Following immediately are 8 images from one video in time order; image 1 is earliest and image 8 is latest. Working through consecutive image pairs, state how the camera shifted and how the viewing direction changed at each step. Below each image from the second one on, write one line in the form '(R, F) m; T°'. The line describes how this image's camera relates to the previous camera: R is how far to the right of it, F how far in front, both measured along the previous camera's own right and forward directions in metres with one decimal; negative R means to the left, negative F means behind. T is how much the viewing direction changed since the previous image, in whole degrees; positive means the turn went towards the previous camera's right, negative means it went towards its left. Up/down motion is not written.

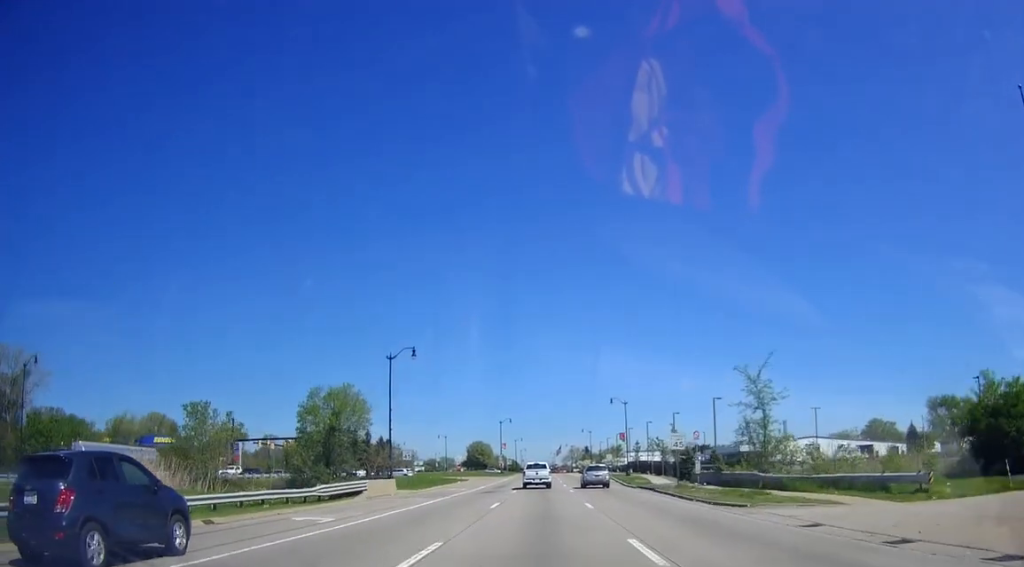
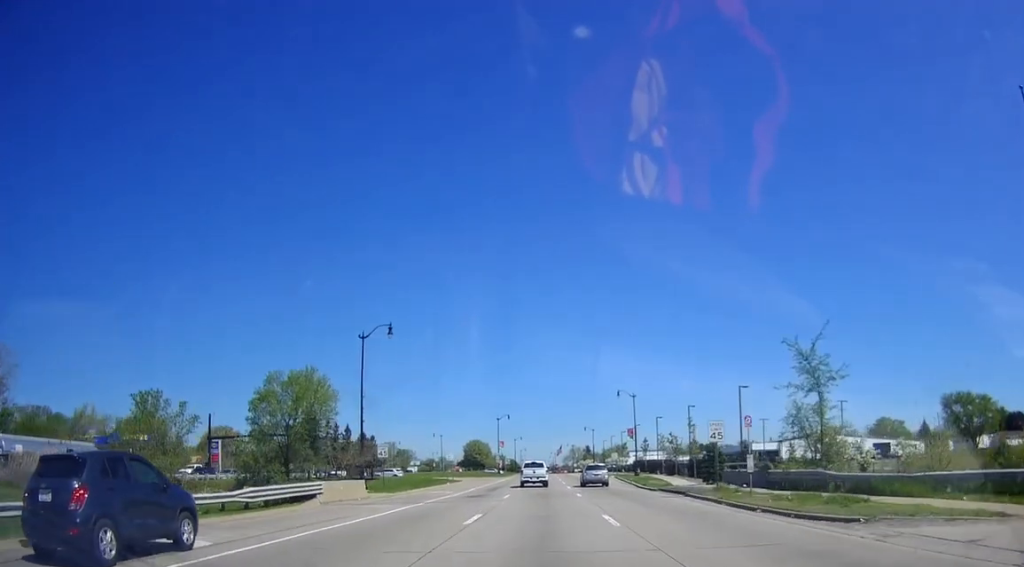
(+0.2, +8.6) m; +1°
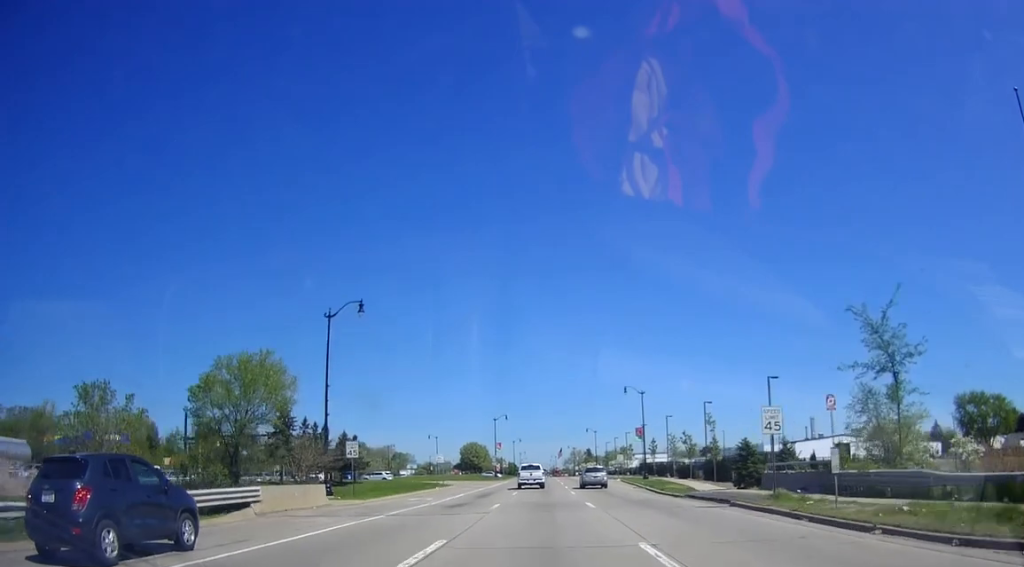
(+0.1, +7.4) m; +1°
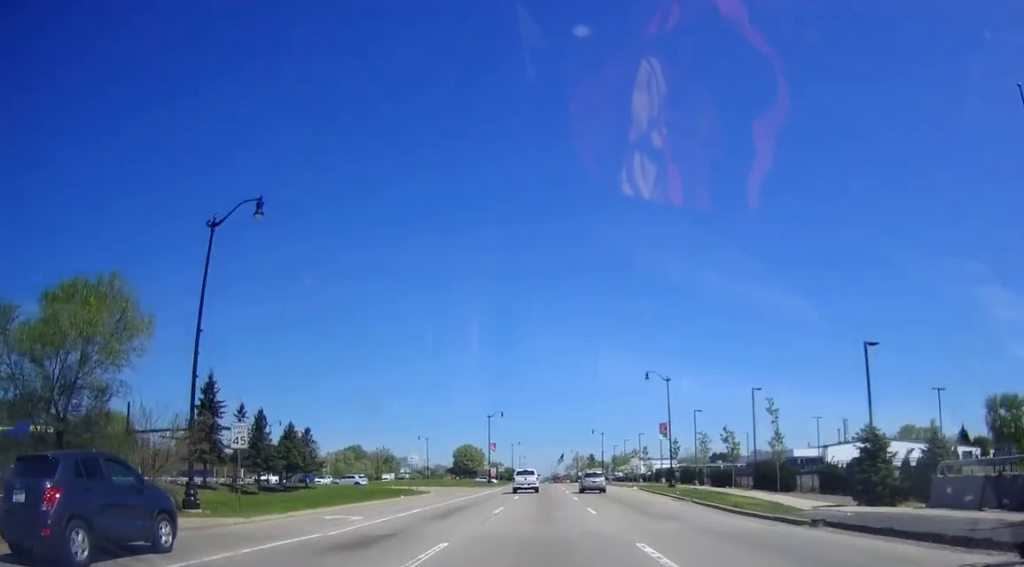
(0.0, +15.2) m; 0°
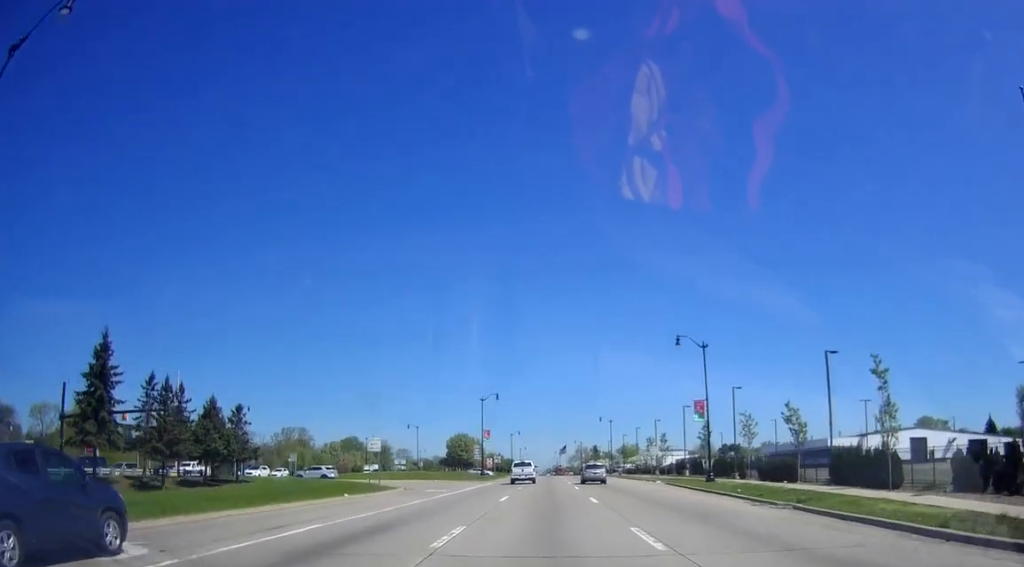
(0.0, +13.8) m; 0°
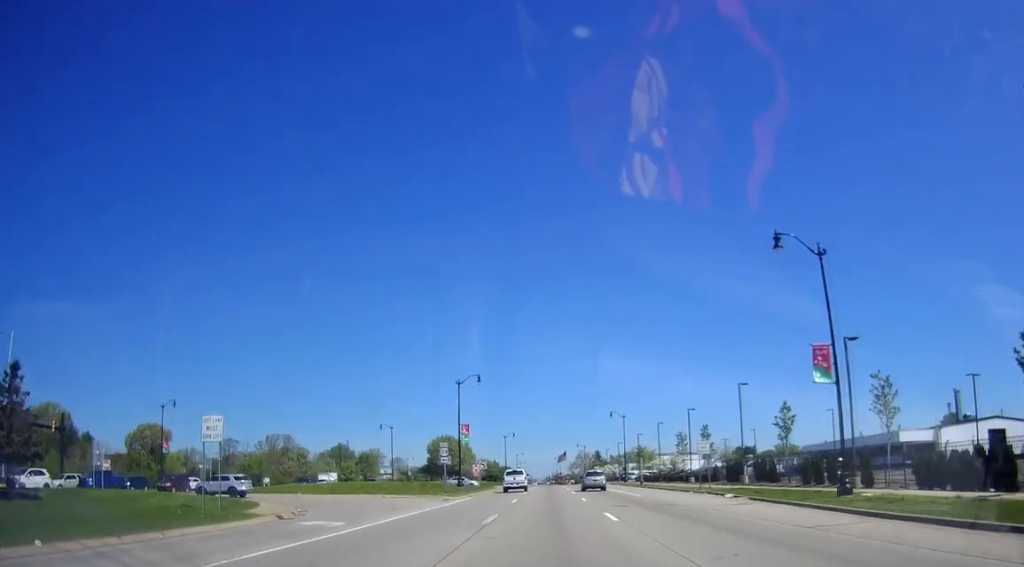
(0.0, +22.0) m; -2°
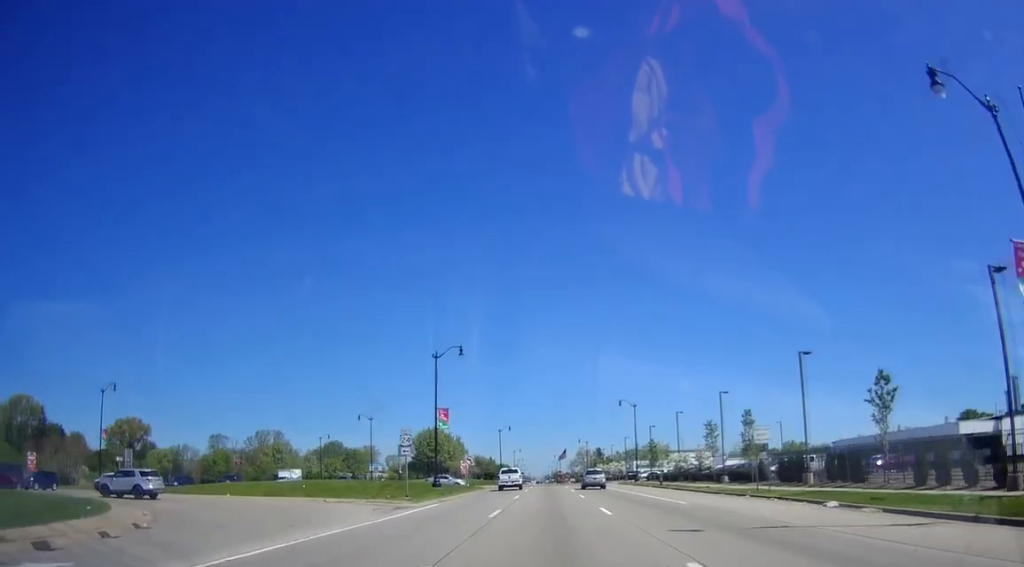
(-0.3, +13.1) m; -1°
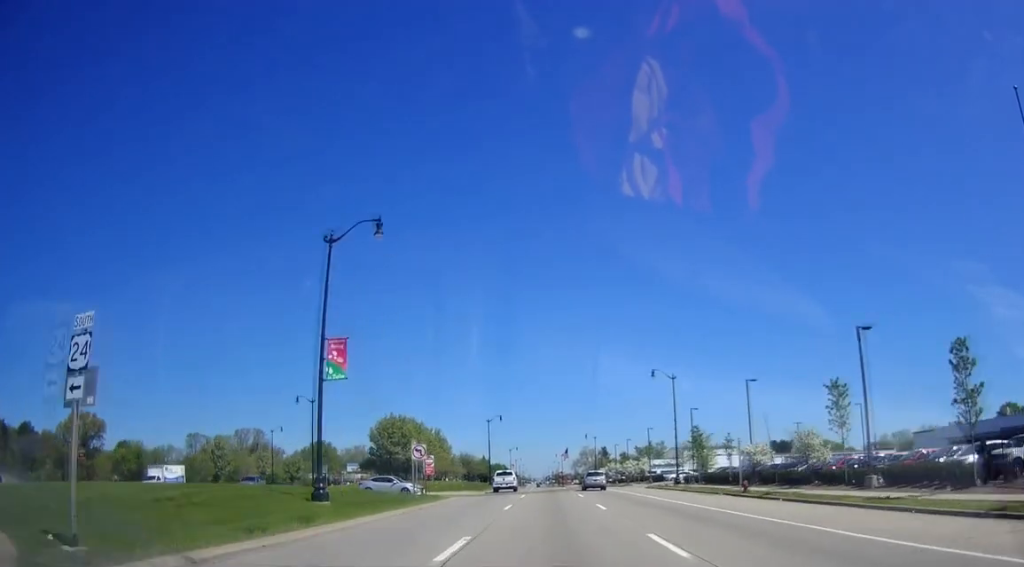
(+0.3, +26.3) m; +2°
